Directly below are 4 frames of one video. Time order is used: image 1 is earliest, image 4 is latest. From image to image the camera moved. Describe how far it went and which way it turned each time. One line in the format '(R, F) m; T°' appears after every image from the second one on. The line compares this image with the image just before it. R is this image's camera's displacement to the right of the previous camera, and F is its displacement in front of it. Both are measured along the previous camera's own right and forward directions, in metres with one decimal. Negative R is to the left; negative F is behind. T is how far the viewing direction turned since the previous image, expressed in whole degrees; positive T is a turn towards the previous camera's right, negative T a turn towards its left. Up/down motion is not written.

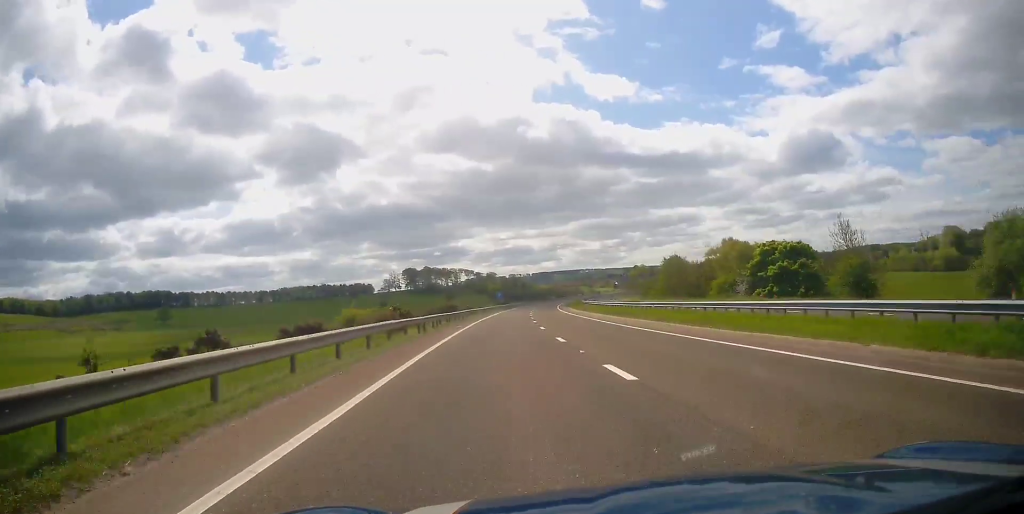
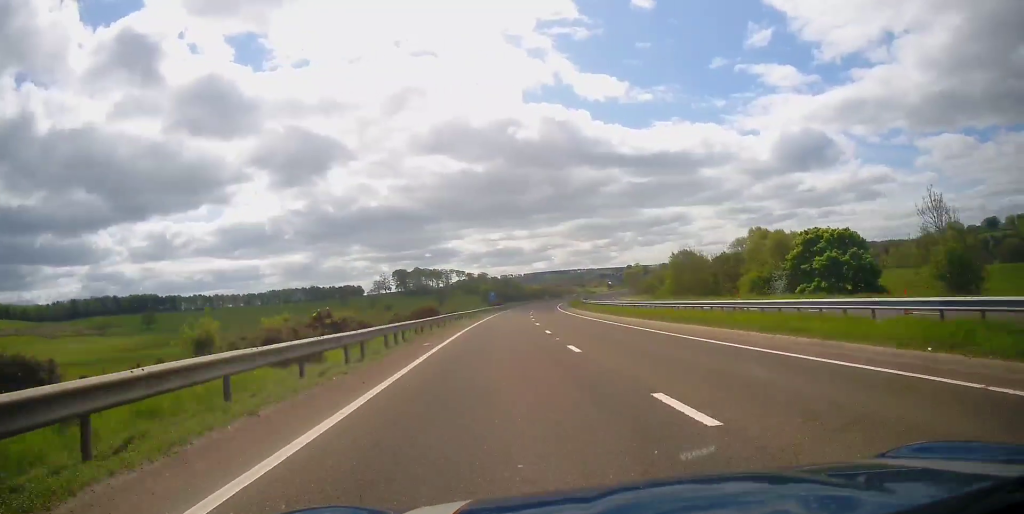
(0.0, +12.4) m; +1°
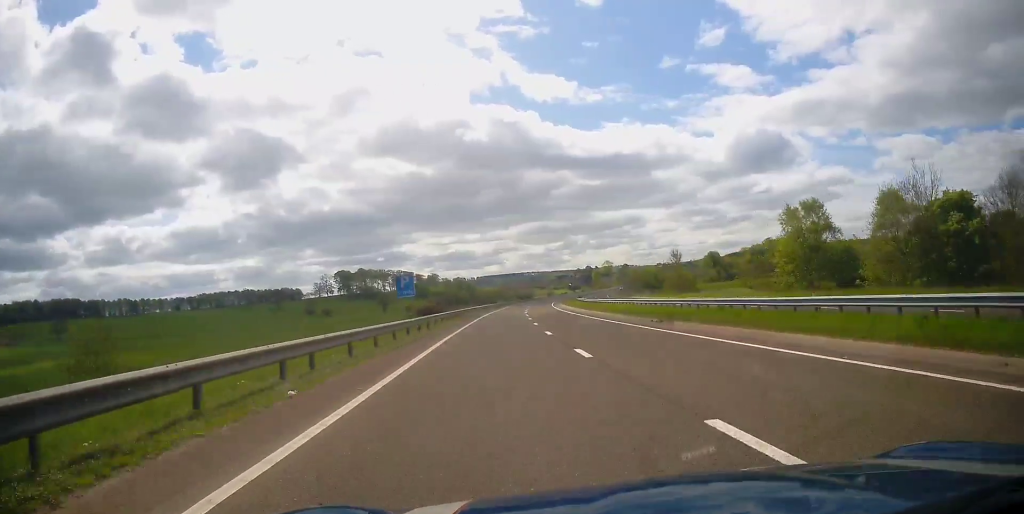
(+2.3, +64.9) m; +4°
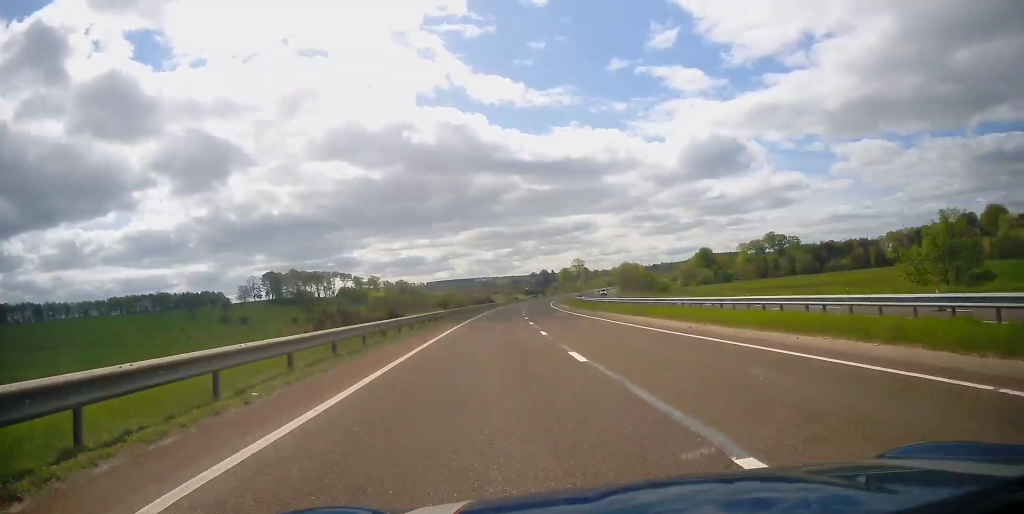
(+3.7, +82.9) m; +5°
